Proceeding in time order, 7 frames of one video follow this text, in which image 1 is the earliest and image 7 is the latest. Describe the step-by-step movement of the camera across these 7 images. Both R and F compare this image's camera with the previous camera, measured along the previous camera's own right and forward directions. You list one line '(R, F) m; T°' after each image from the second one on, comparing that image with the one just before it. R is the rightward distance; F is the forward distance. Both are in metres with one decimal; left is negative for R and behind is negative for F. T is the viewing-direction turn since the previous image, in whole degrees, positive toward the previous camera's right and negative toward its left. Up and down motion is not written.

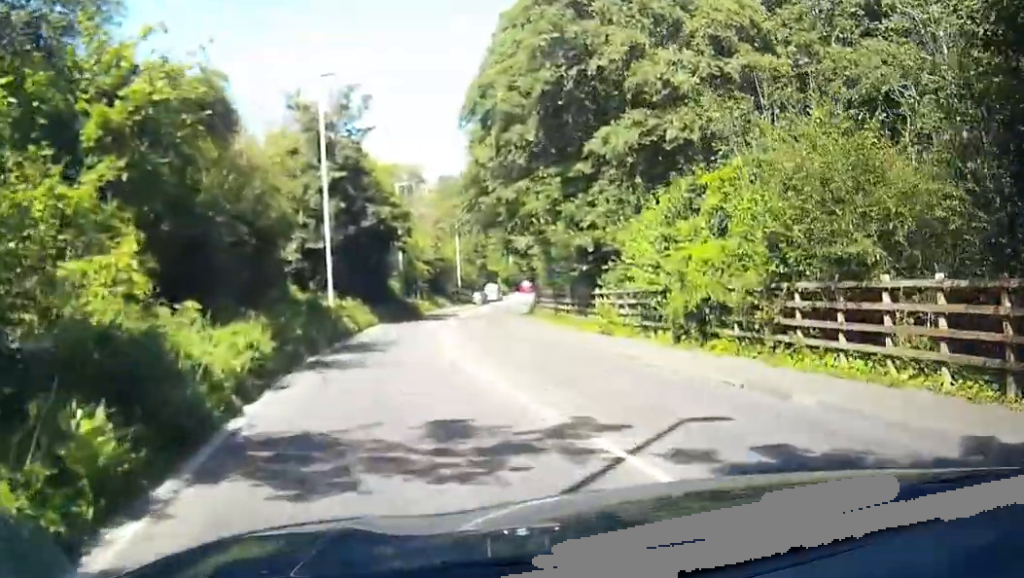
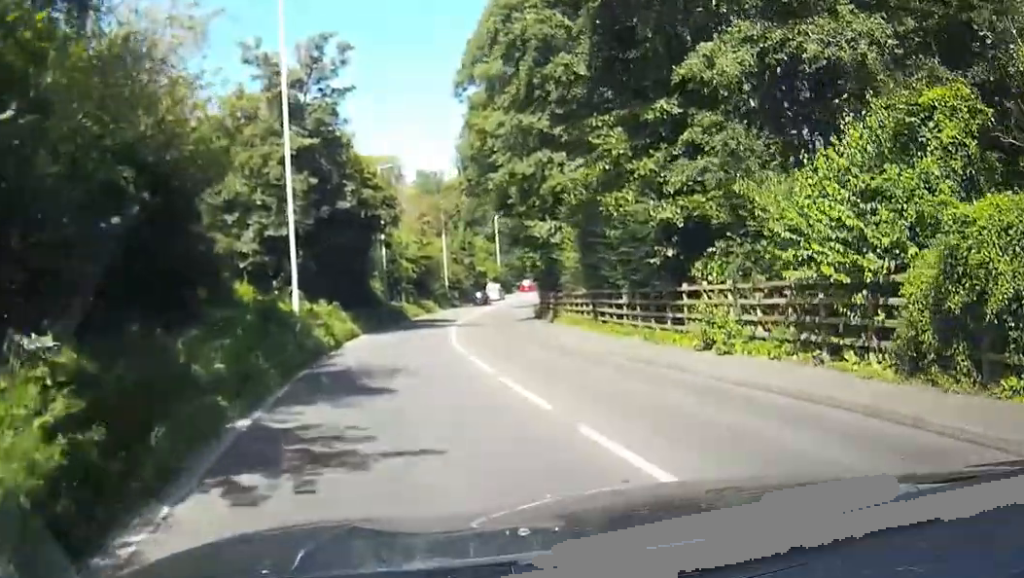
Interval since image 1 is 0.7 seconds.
(0.0, +11.1) m; +1°
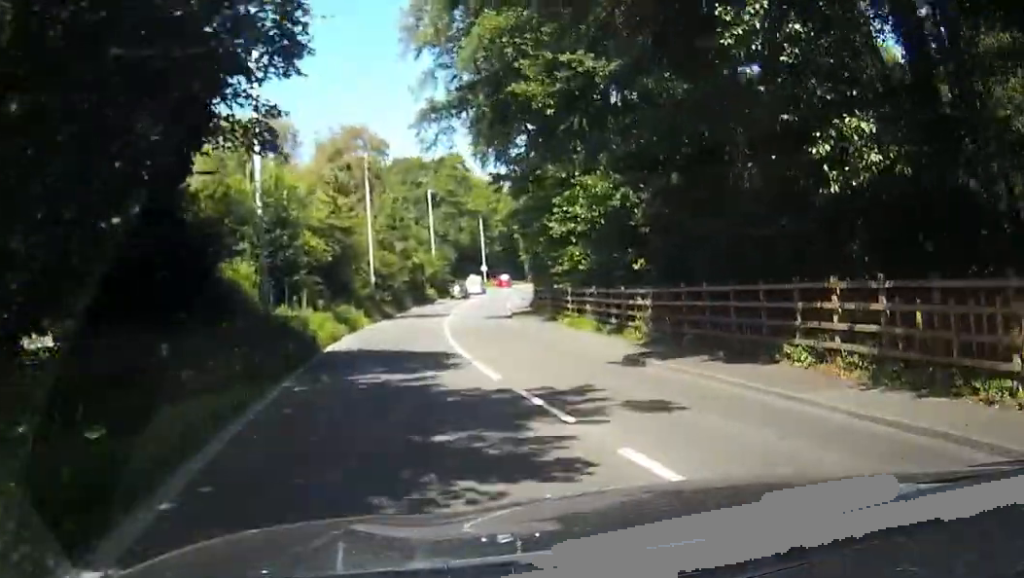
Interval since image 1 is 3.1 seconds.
(+1.7, +37.0) m; +7°
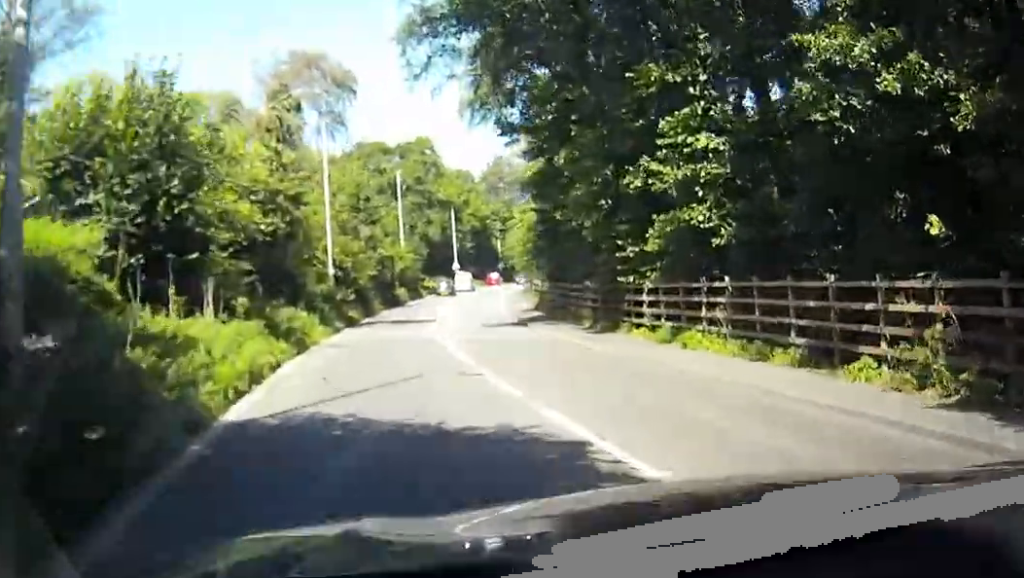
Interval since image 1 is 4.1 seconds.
(+0.7, +14.9) m; +5°
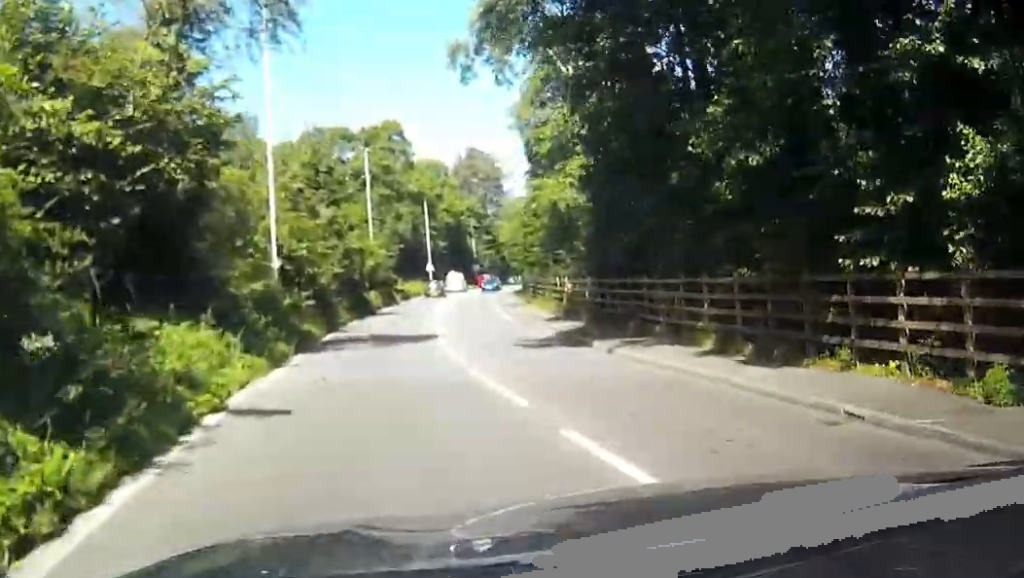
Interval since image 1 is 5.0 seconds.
(+0.6, +14.1) m; +2°
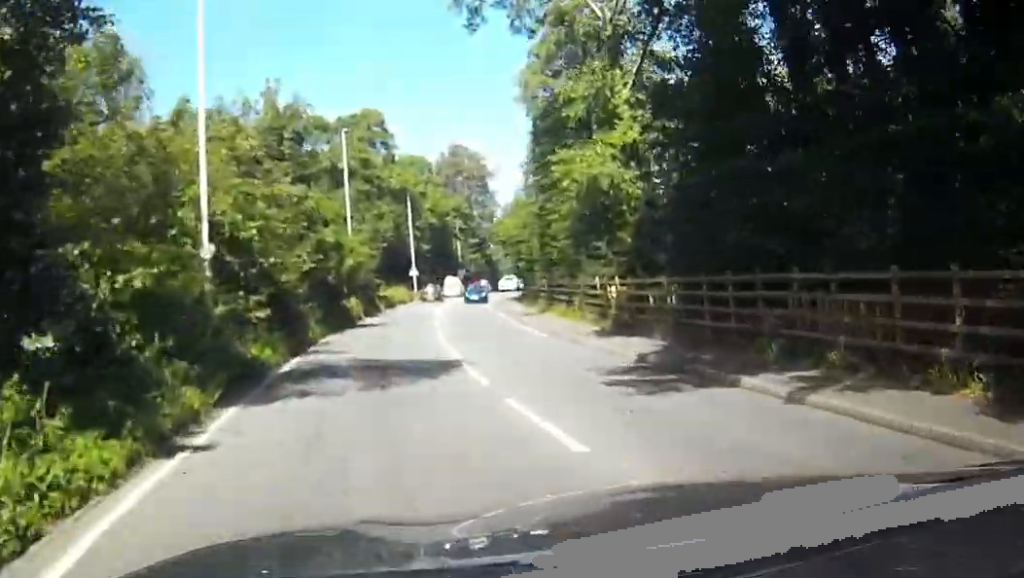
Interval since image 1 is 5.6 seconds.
(+0.1, +10.0) m; +1°
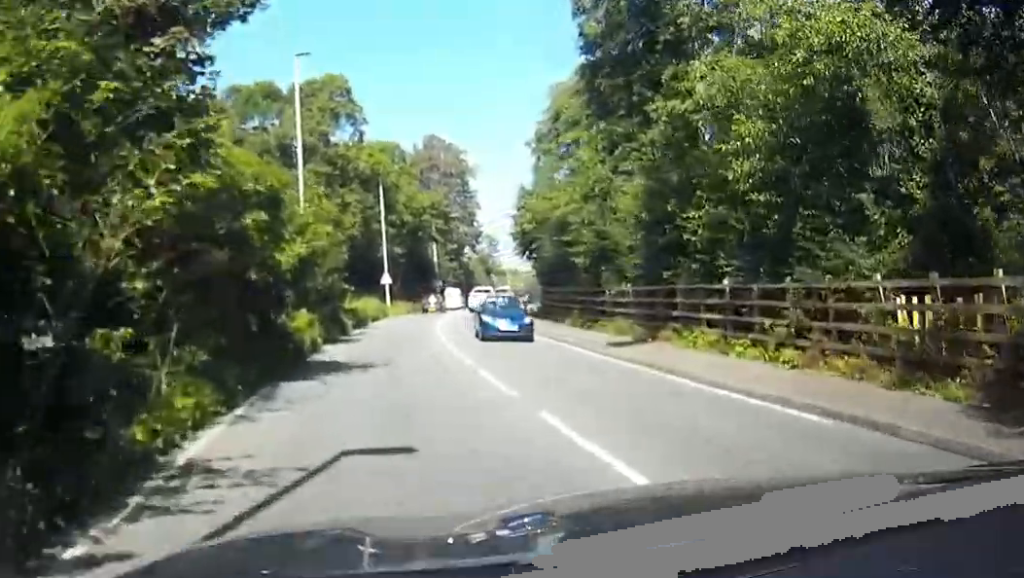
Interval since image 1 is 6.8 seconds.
(0.0, +19.5) m; +2°
